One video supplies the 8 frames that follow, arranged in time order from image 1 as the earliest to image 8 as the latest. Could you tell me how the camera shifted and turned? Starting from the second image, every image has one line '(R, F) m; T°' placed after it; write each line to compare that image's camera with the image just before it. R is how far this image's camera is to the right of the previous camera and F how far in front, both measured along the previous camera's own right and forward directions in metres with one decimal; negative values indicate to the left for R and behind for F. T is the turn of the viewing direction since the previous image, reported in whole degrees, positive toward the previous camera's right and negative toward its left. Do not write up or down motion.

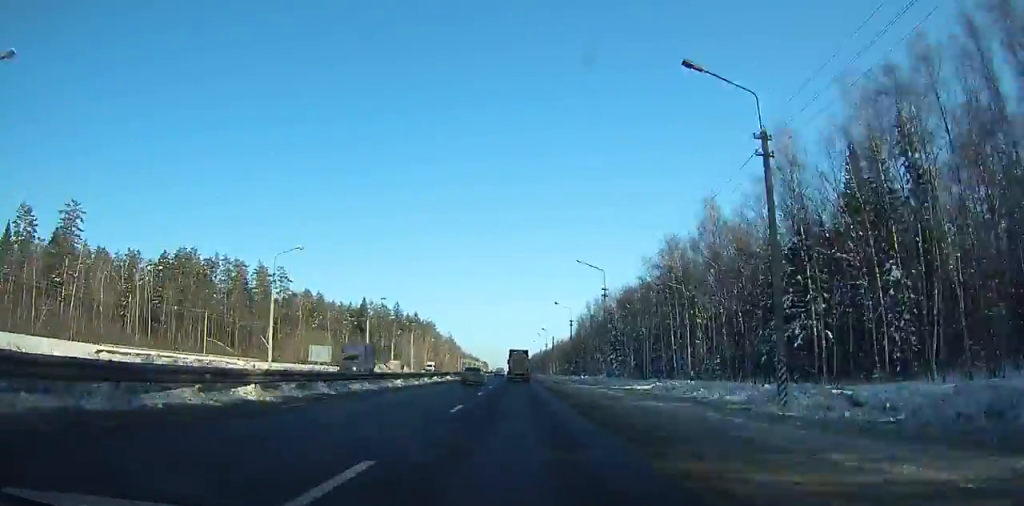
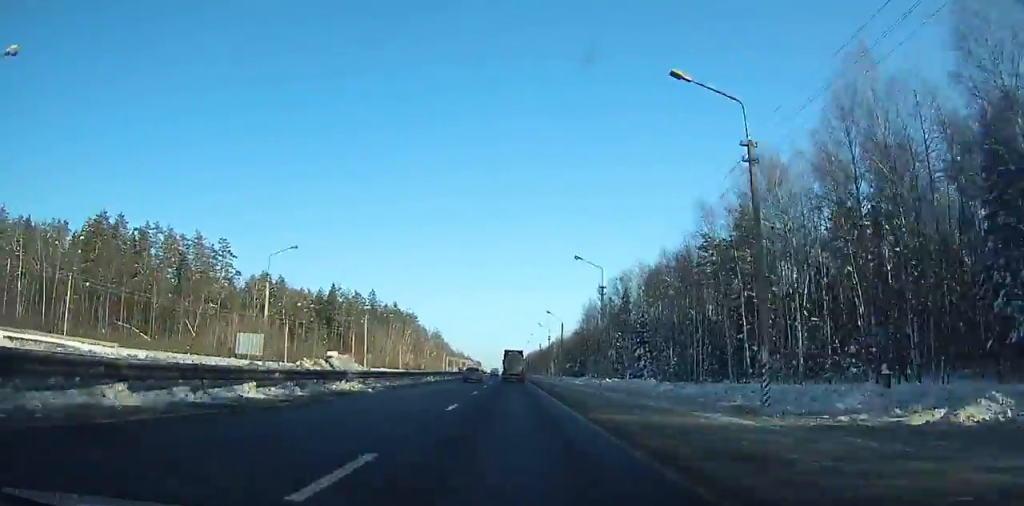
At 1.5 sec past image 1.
(-0.1, +34.3) m; 0°
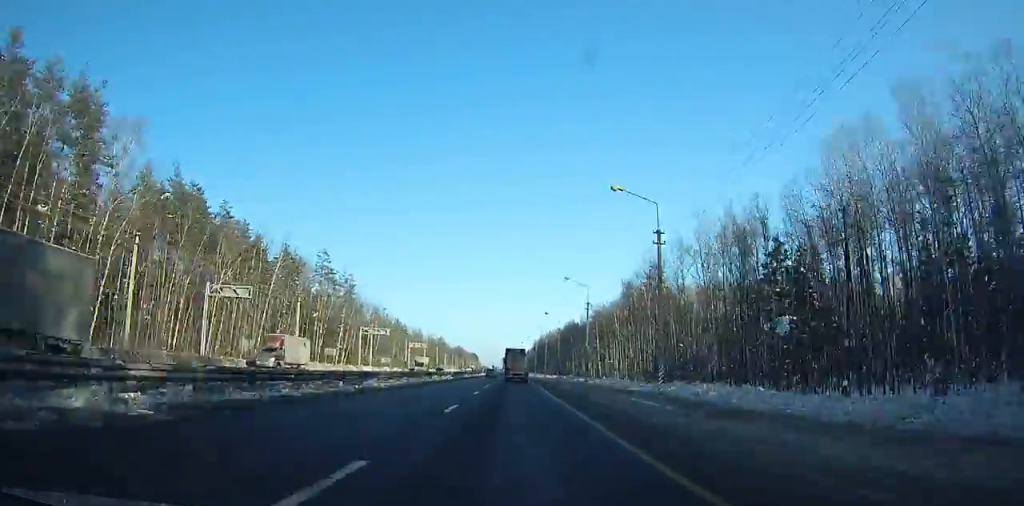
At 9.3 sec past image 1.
(0.0, +202.8) m; 0°
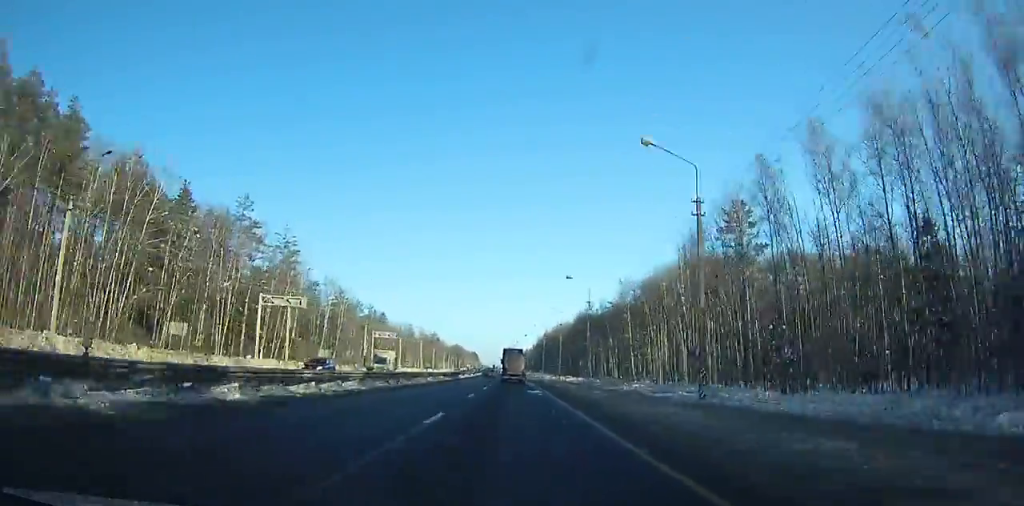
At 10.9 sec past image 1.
(-0.1, +44.3) m; 0°
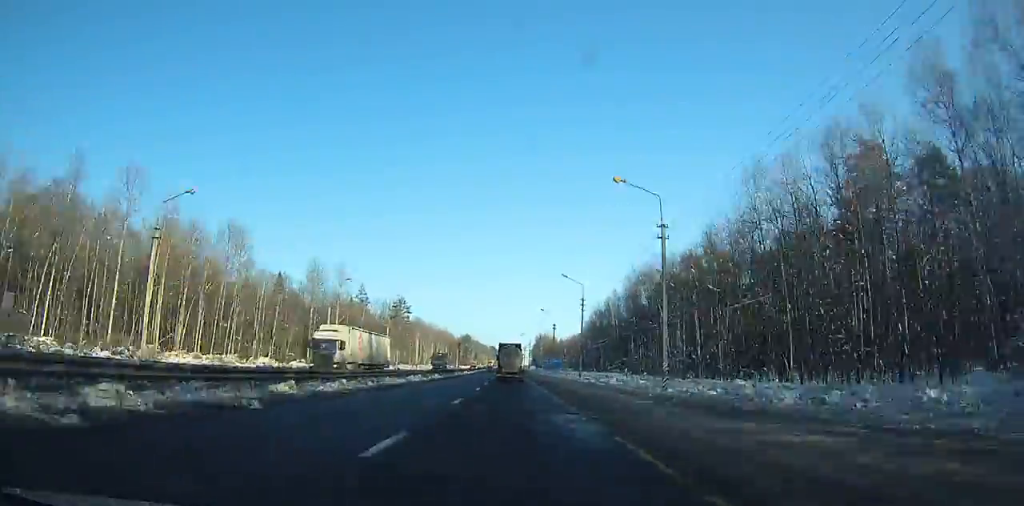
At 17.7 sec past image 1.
(-4.4, +180.2) m; -3°
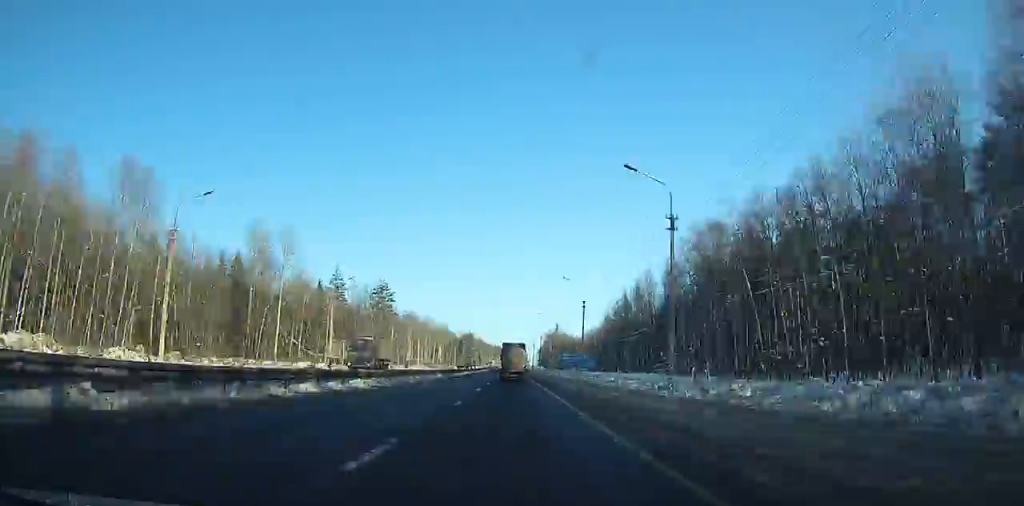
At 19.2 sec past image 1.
(-0.1, +38.0) m; -1°
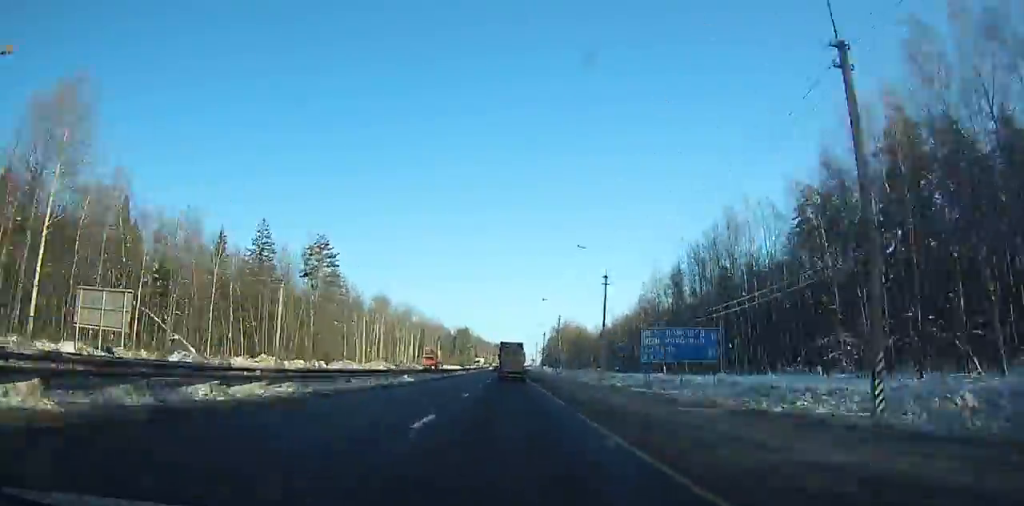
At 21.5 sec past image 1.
(-0.5, +56.9) m; -1°
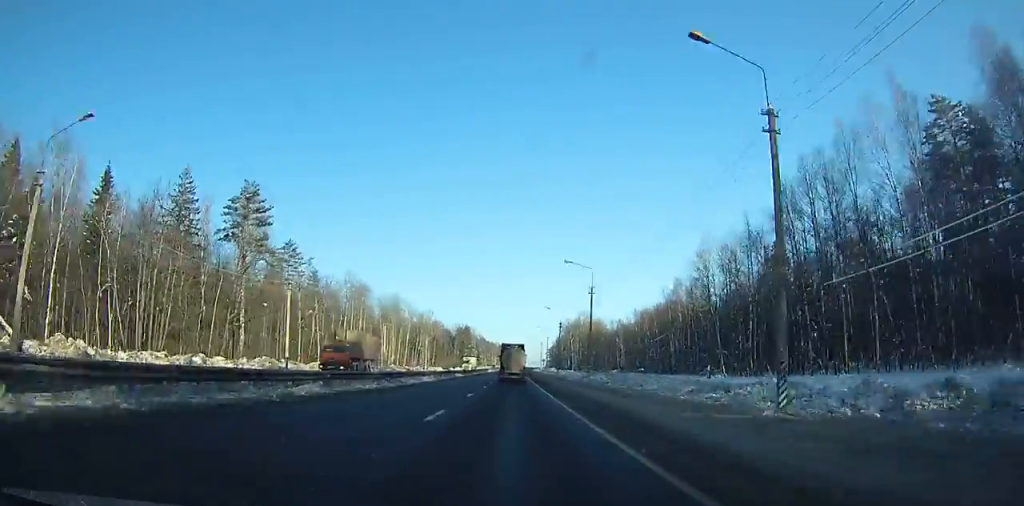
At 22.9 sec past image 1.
(-0.1, +34.3) m; 0°
